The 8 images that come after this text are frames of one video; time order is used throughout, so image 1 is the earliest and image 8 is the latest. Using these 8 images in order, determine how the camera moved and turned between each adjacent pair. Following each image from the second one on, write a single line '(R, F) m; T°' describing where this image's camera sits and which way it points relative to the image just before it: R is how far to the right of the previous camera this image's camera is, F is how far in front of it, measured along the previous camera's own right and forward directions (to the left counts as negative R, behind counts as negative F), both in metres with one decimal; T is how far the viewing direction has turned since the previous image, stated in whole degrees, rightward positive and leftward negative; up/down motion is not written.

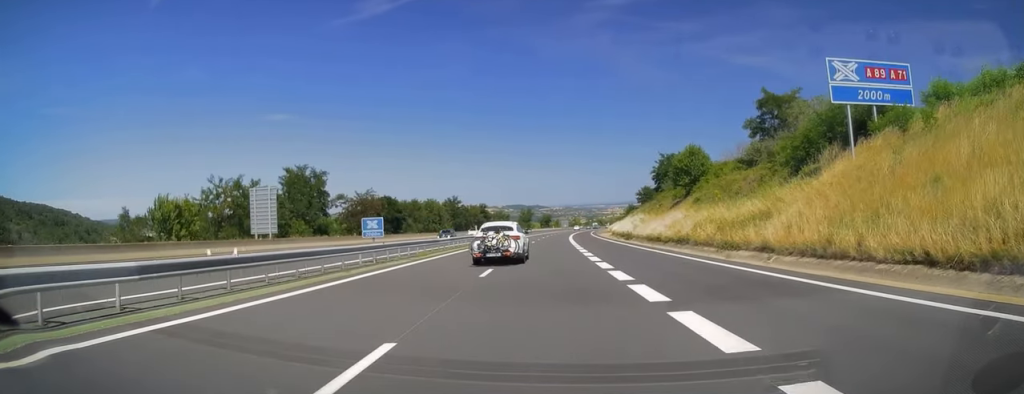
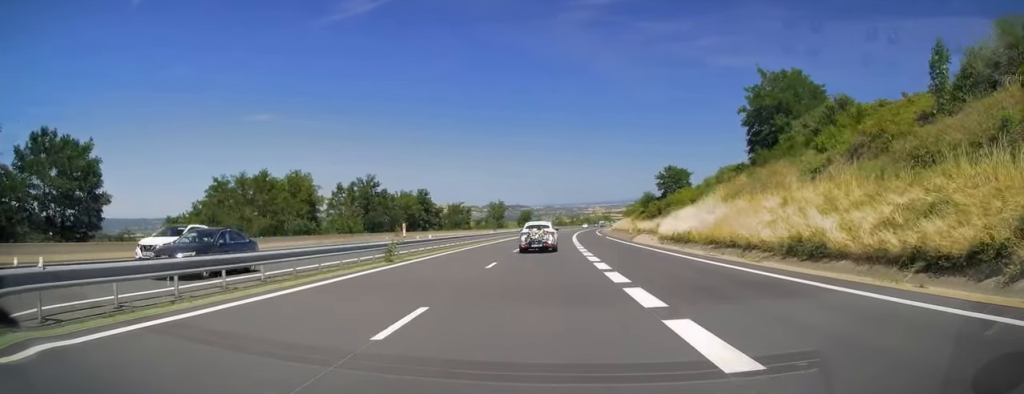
(+1.0, +61.7) m; +2°
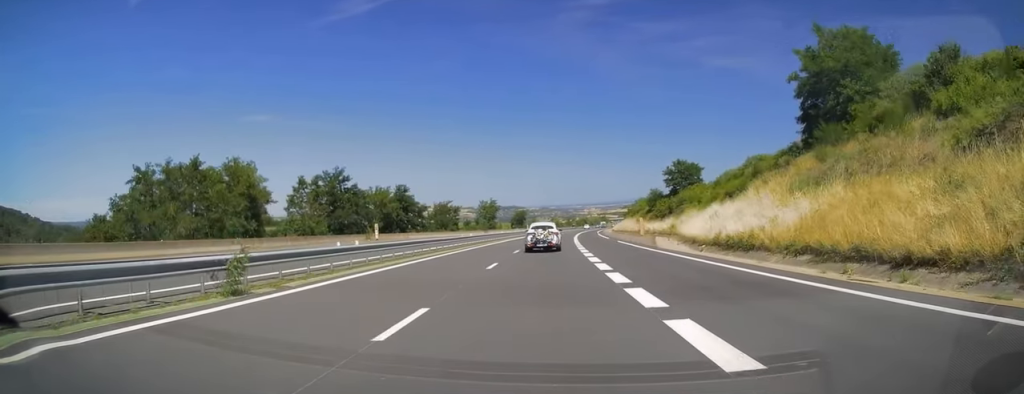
(0.0, +13.0) m; 0°
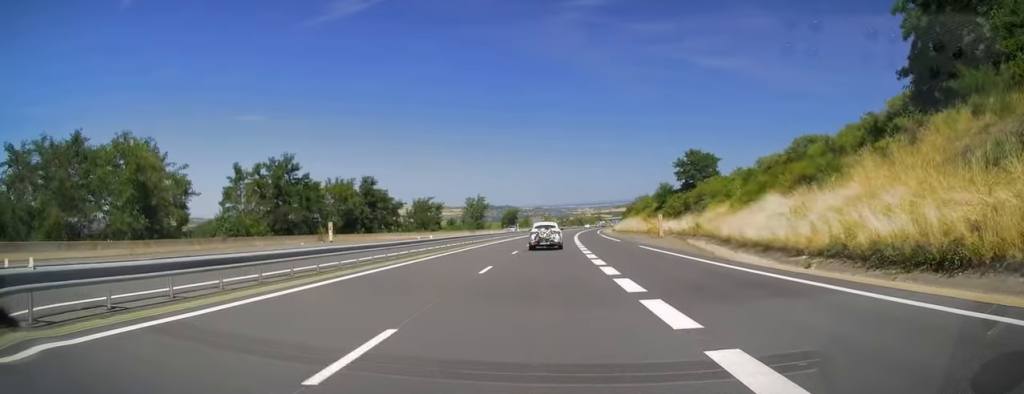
(0.0, +15.2) m; 0°
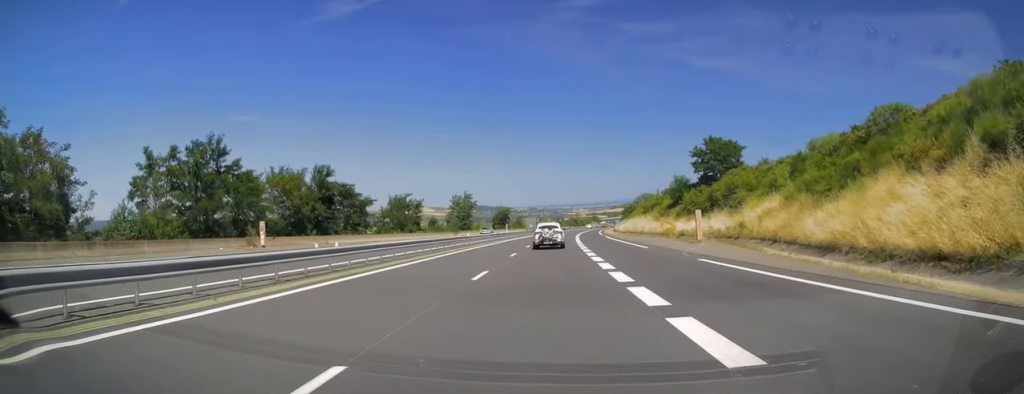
(+0.2, +15.2) m; 0°
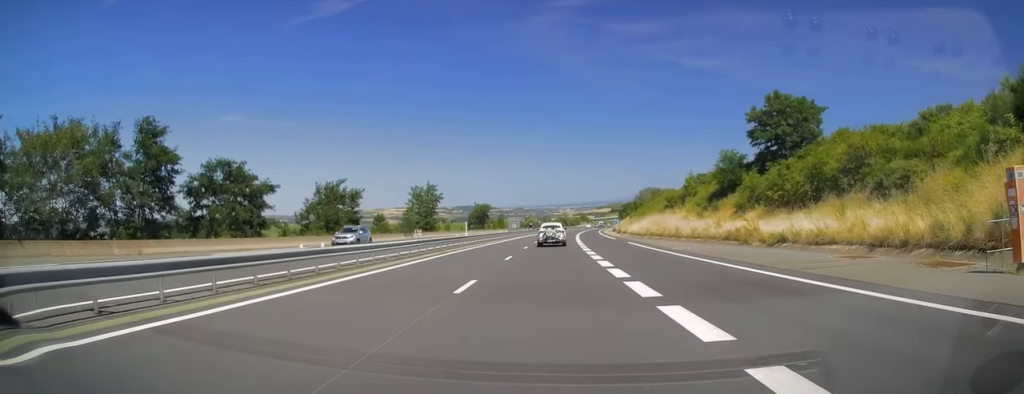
(+0.2, +29.3) m; +1°
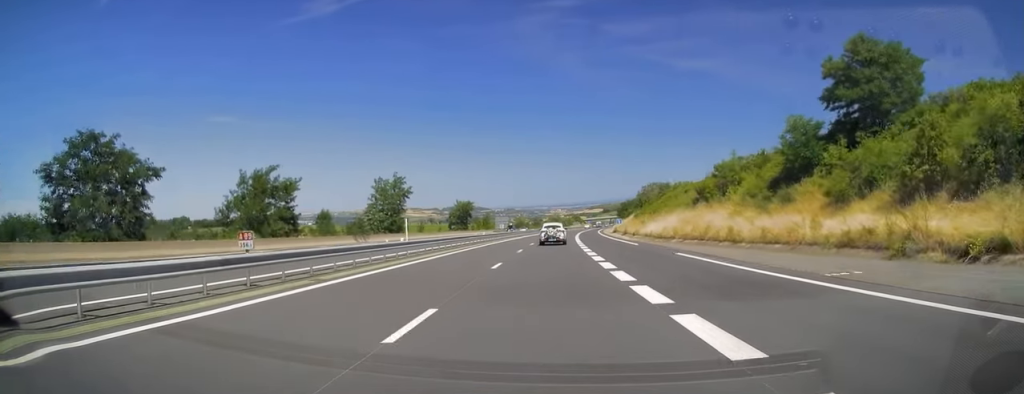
(-0.1, +18.4) m; +1°
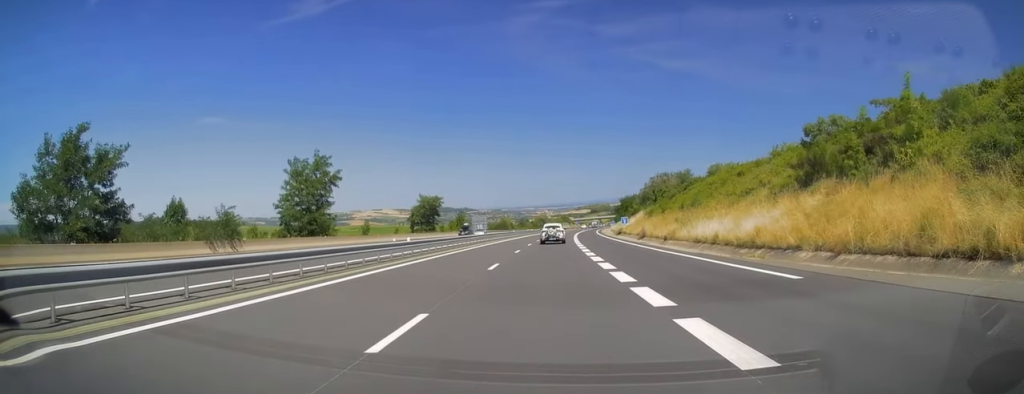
(+0.7, +26.5) m; +1°
